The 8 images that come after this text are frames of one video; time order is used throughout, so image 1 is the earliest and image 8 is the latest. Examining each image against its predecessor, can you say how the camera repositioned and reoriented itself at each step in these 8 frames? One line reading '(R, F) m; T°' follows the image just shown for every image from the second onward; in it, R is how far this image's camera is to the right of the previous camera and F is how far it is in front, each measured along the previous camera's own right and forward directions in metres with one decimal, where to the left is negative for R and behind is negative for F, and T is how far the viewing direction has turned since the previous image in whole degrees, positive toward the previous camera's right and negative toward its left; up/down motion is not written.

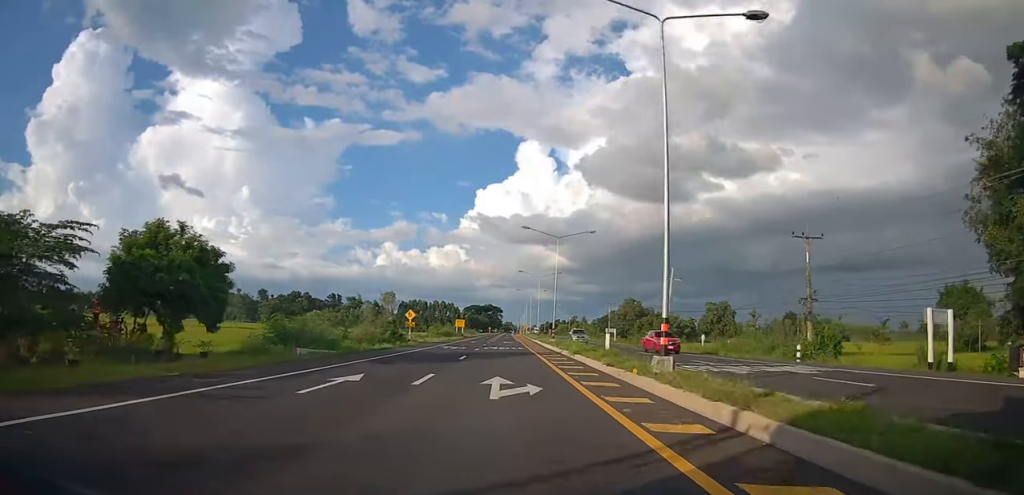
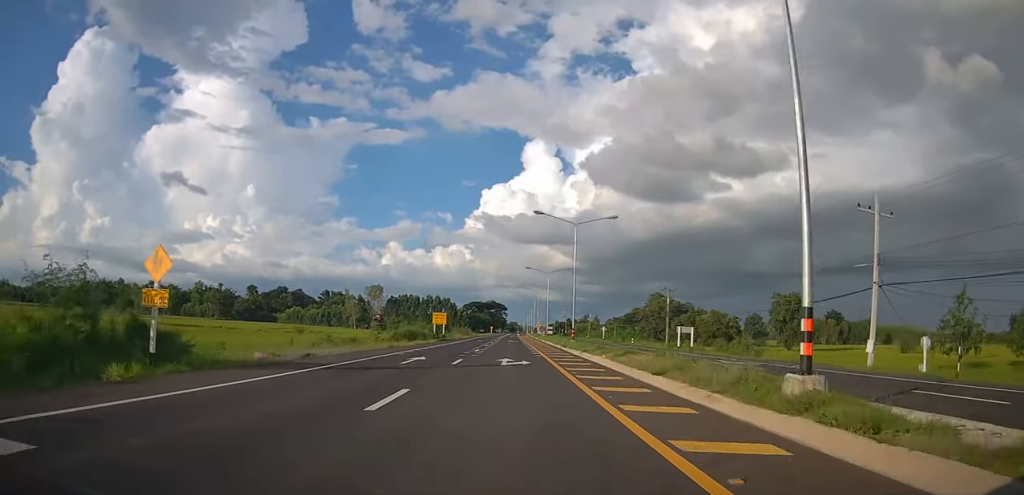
(0.0, +40.4) m; 0°
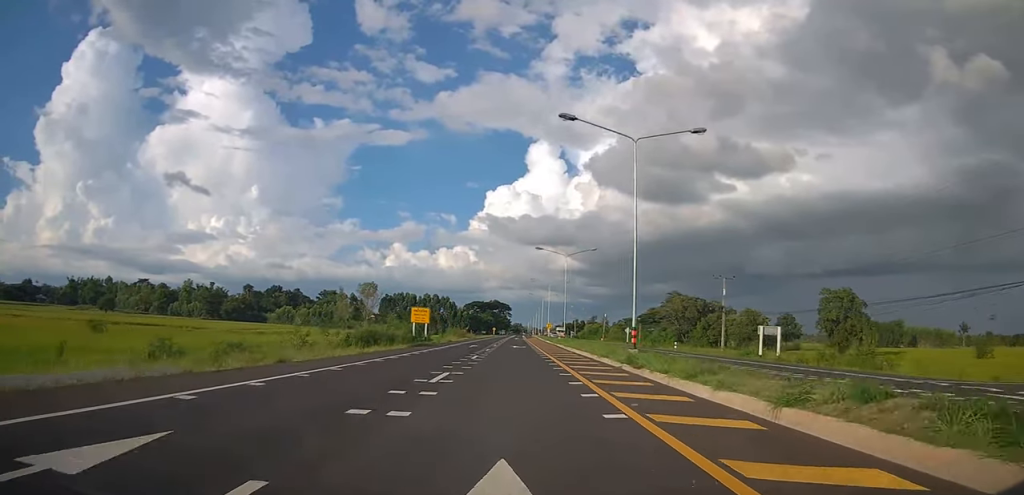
(-0.7, +19.7) m; 0°
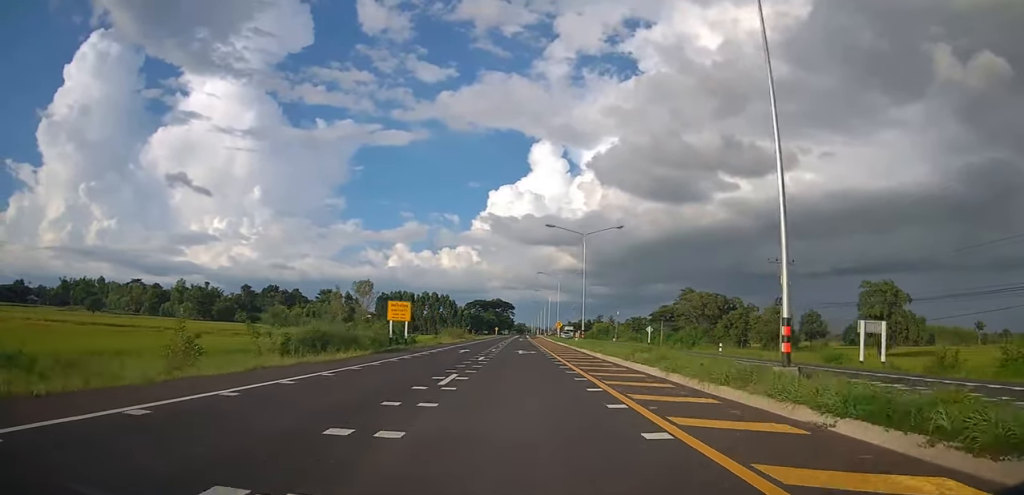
(+0.3, +12.4) m; 0°
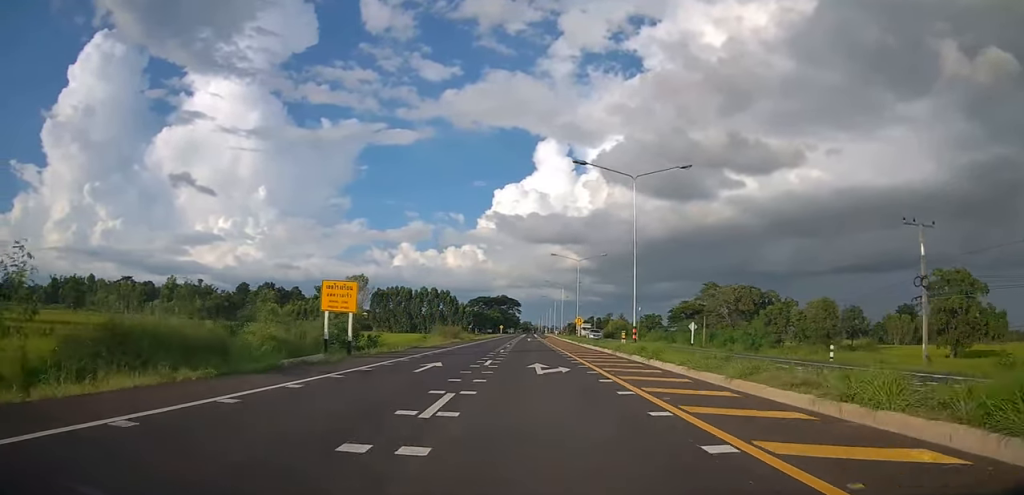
(+0.3, +17.0) m; 0°
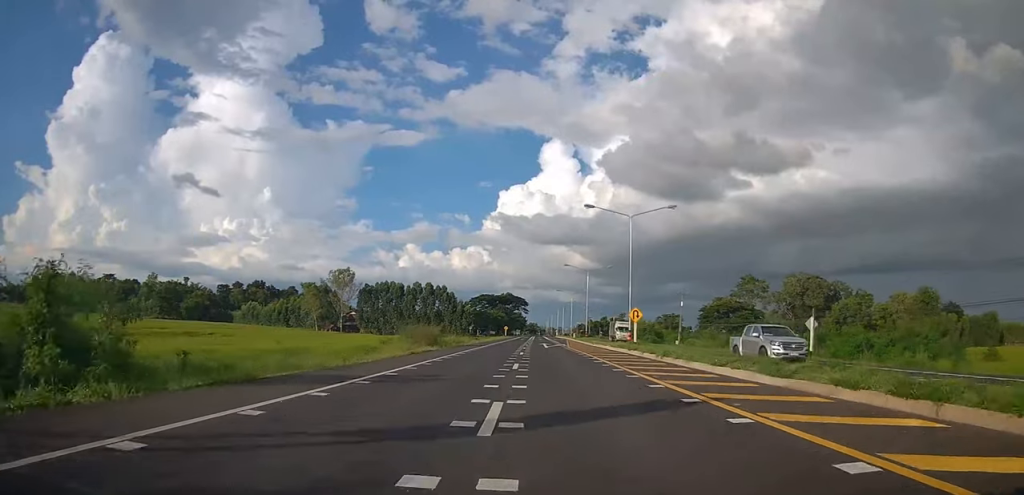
(-0.8, +25.3) m; -2°
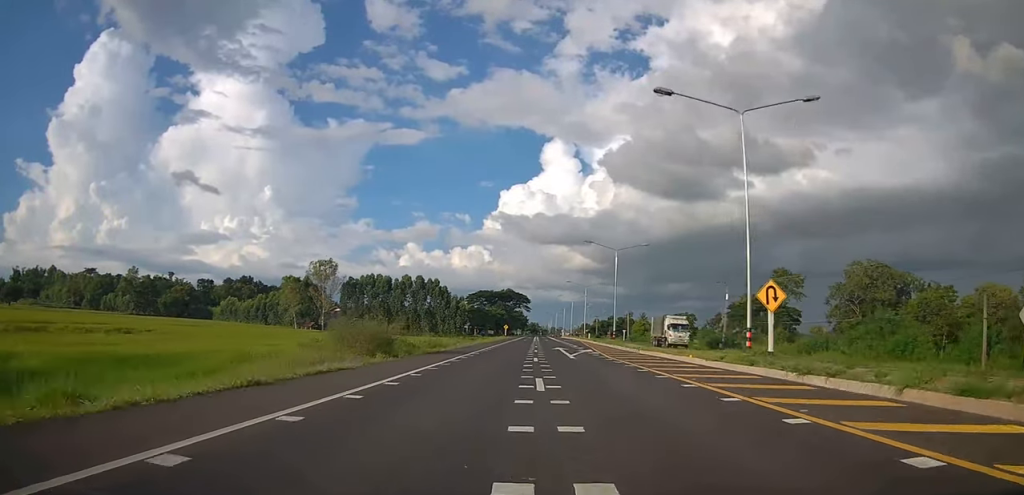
(0.0, +19.2) m; 0°
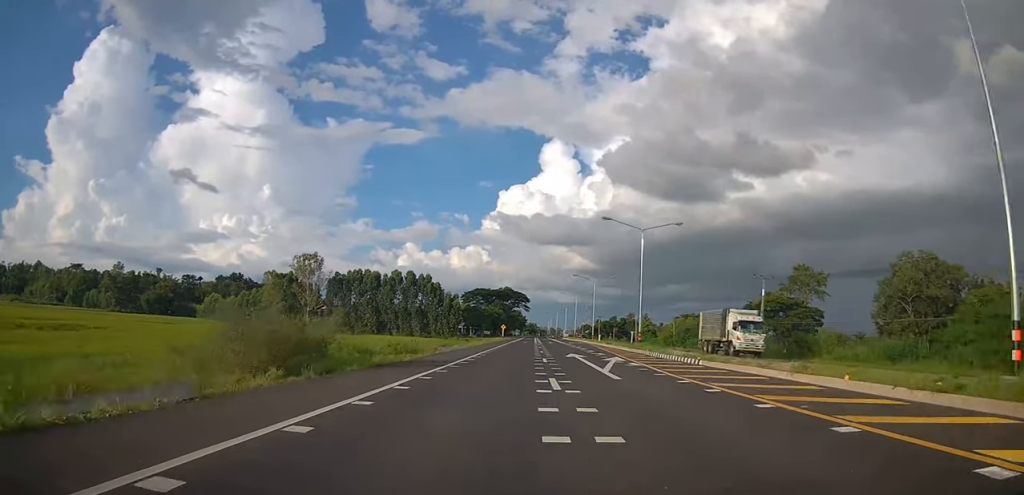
(0.0, +11.4) m; 0°
